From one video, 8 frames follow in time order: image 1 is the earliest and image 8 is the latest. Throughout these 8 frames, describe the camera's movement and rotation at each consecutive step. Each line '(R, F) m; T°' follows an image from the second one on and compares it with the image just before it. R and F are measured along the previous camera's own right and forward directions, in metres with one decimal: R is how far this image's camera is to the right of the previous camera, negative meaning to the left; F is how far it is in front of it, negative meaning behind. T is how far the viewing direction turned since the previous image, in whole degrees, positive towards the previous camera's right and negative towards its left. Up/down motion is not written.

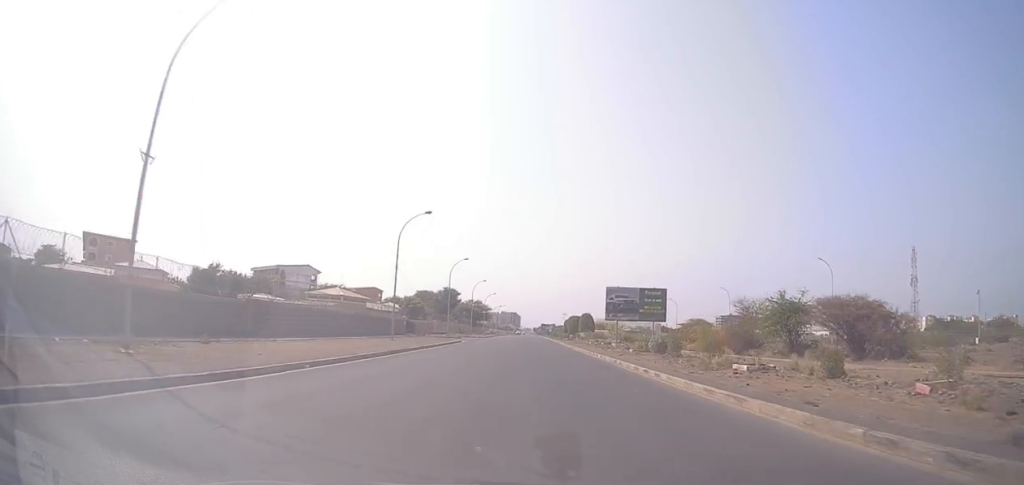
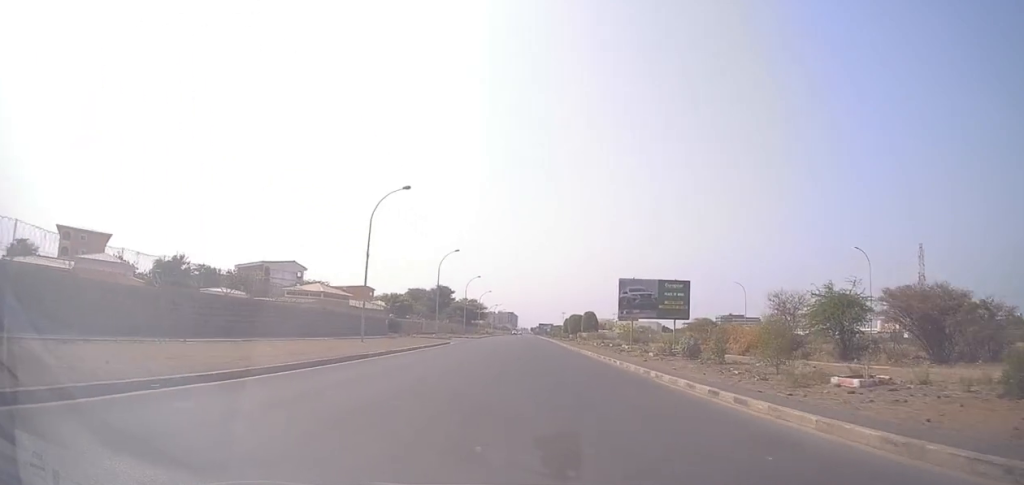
(-0.3, +8.7) m; 0°
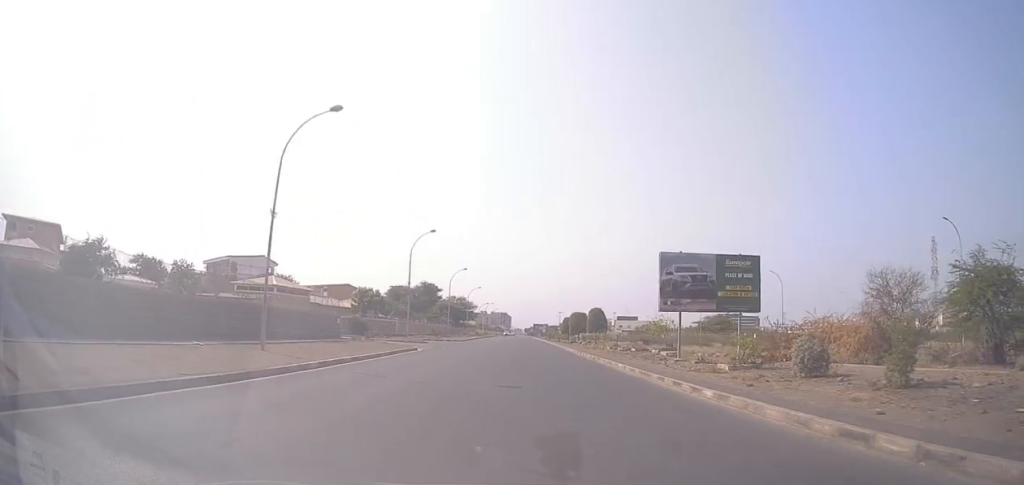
(0.0, +15.4) m; 0°
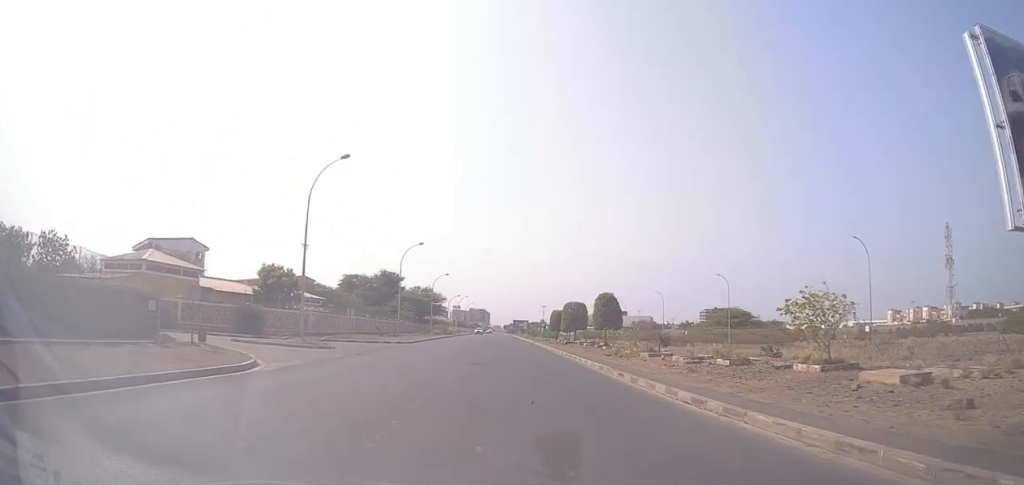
(0.0, +24.9) m; +1°
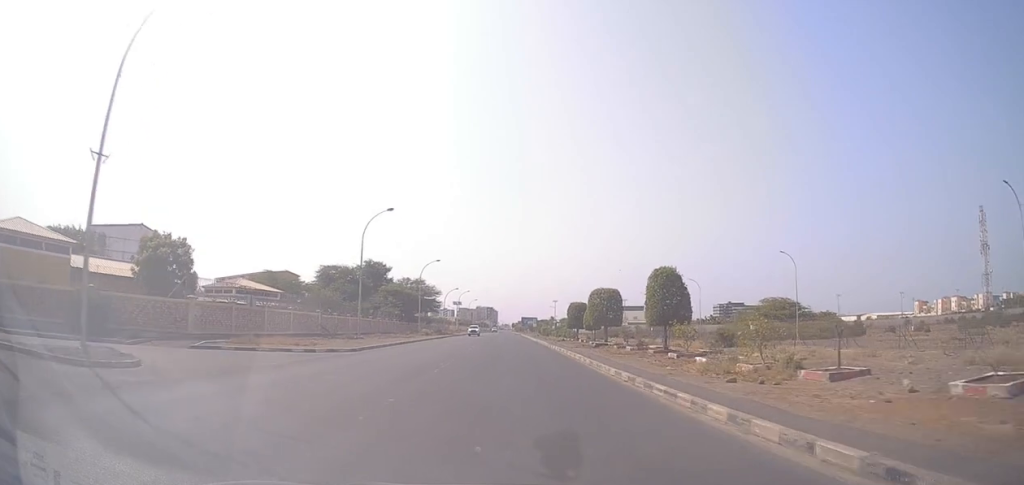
(+0.6, +20.1) m; +2°
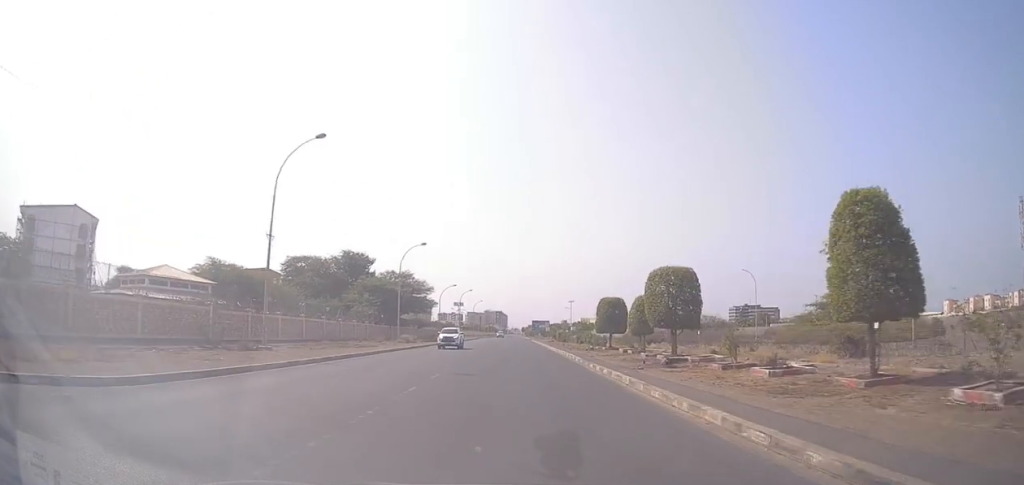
(-0.2, +20.9) m; -2°
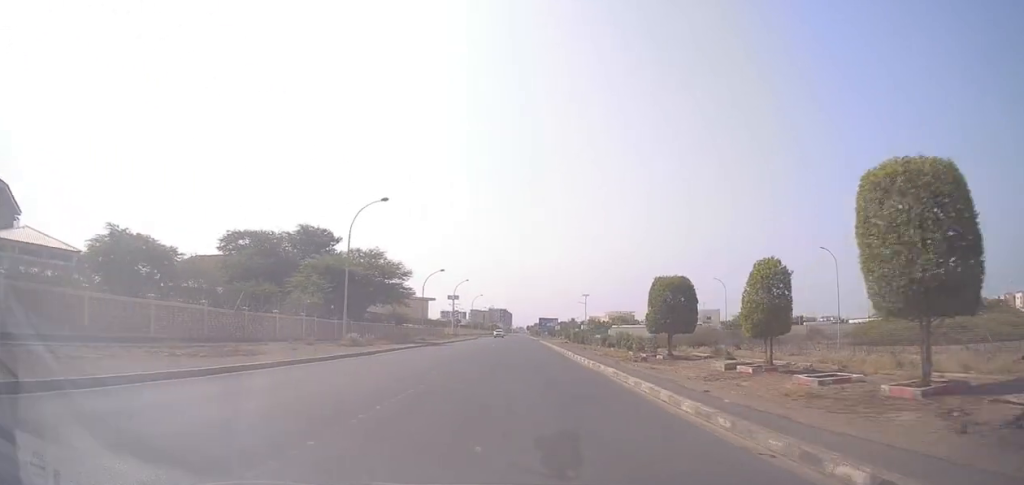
(-0.3, +21.2) m; -1°
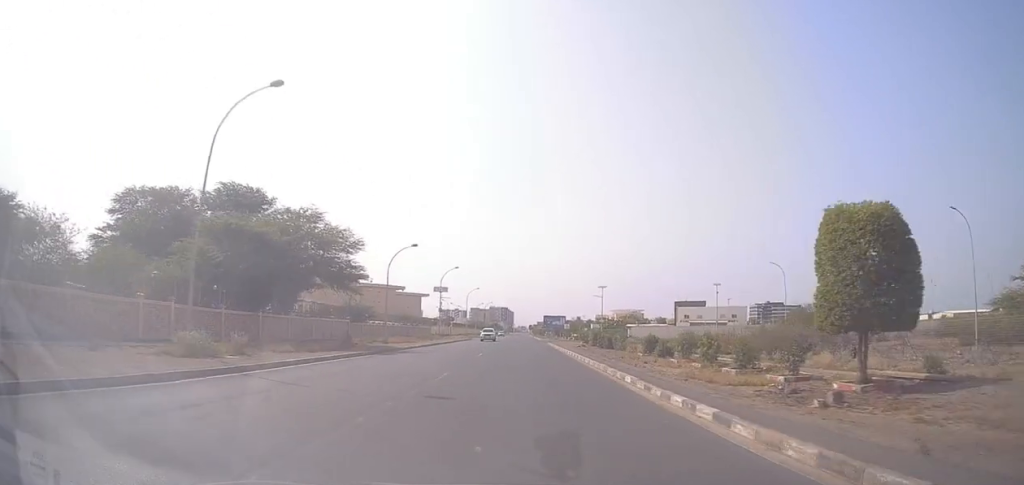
(0.0, +21.4) m; 0°
